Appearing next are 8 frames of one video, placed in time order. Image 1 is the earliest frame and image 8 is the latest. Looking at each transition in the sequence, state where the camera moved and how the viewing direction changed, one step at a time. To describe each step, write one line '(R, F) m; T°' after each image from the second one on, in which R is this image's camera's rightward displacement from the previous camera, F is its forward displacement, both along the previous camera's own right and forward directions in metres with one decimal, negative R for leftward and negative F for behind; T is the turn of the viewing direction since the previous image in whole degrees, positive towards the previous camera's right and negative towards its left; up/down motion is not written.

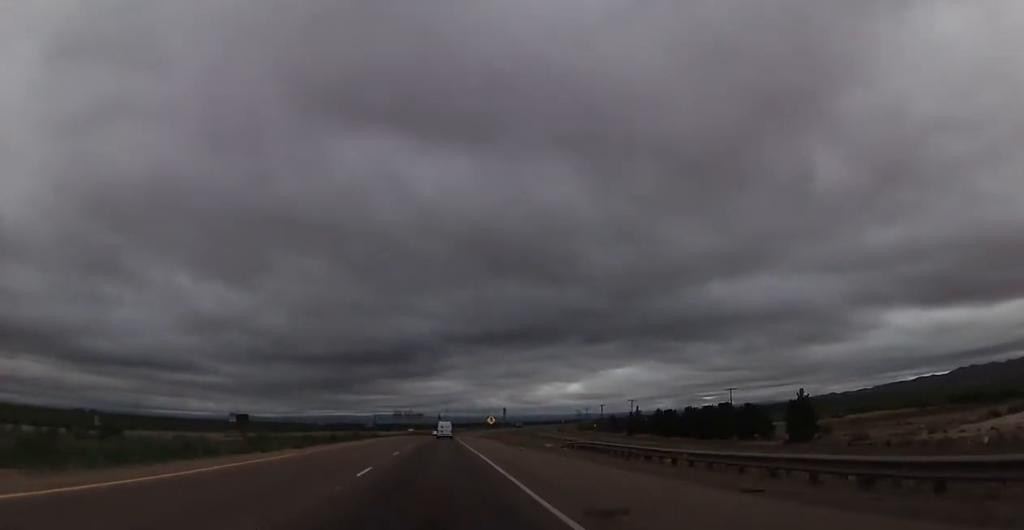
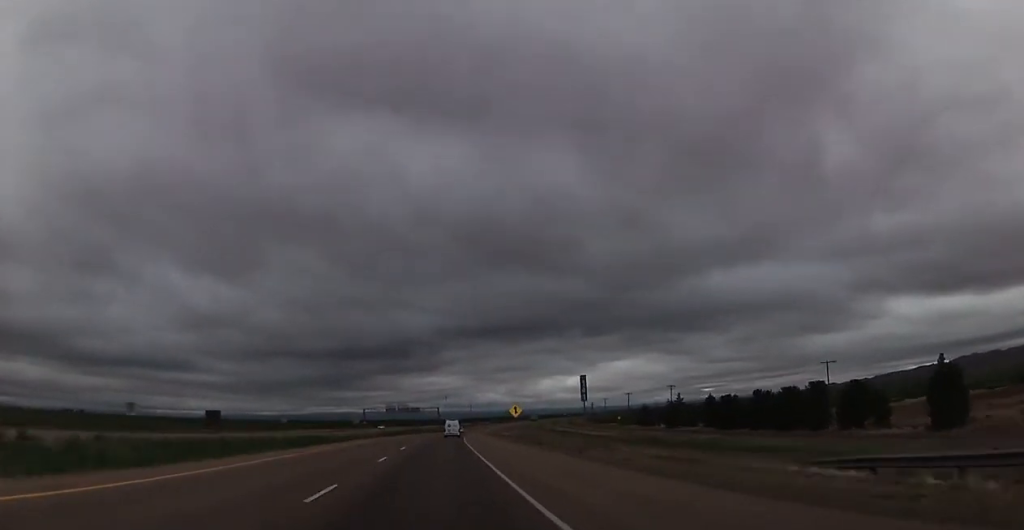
(-0.3, +42.3) m; 0°
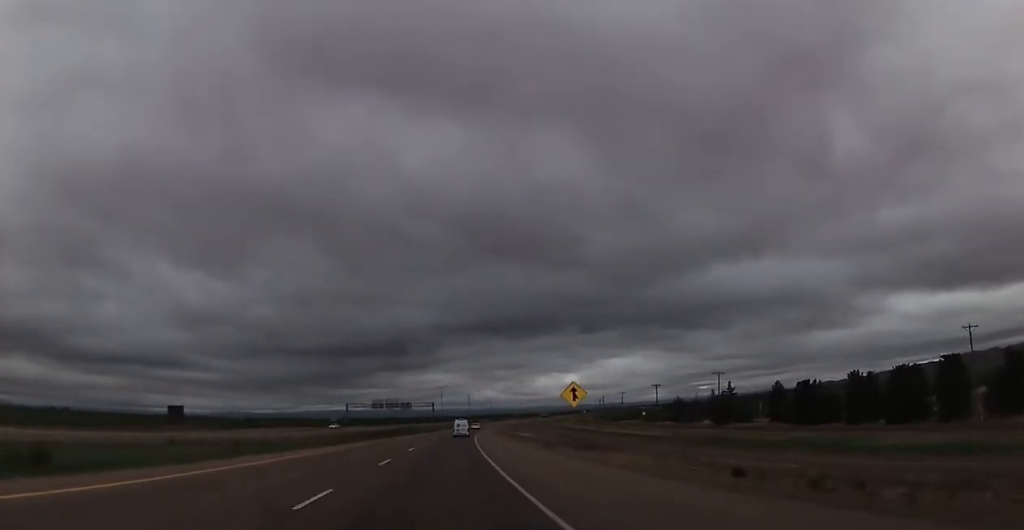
(+0.6, +37.6) m; +1°
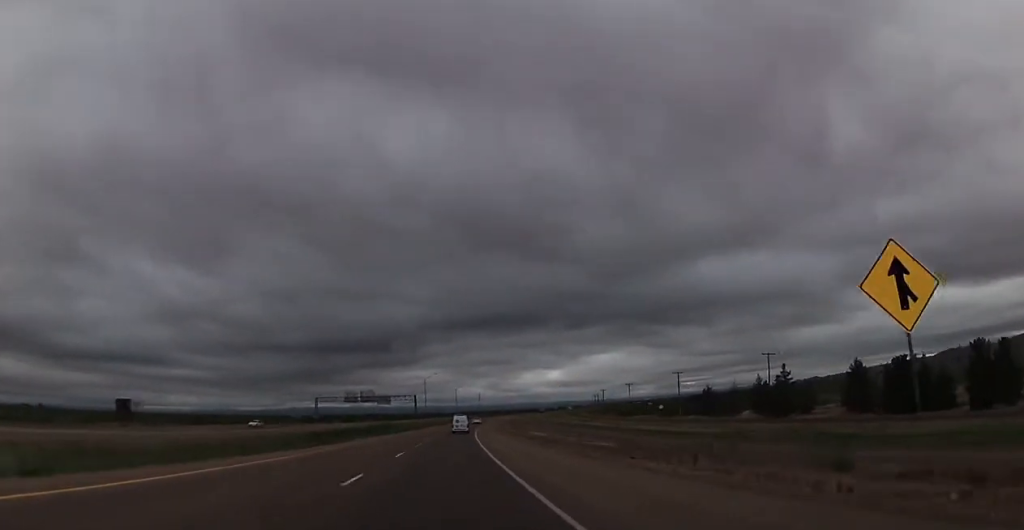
(+0.1, +32.7) m; 0°
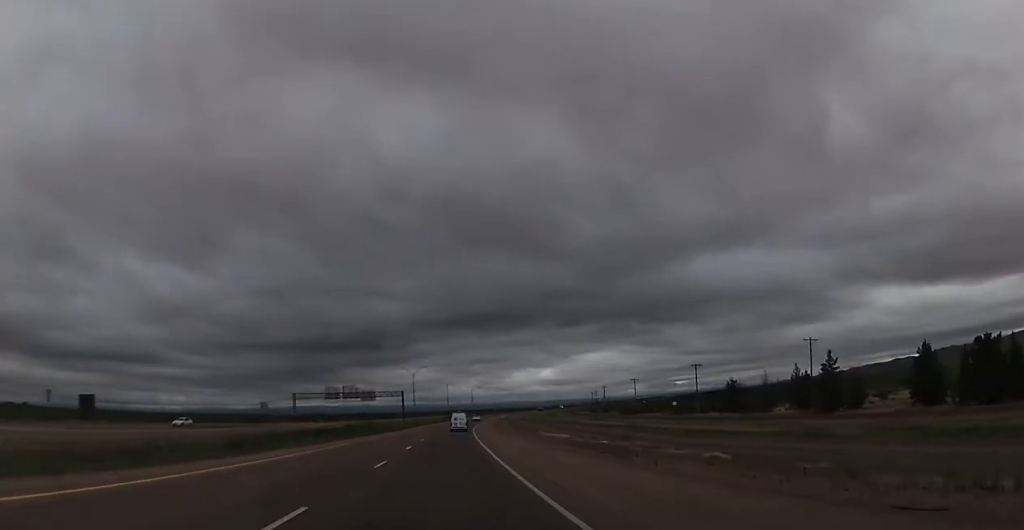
(-0.1, +19.1) m; 0°
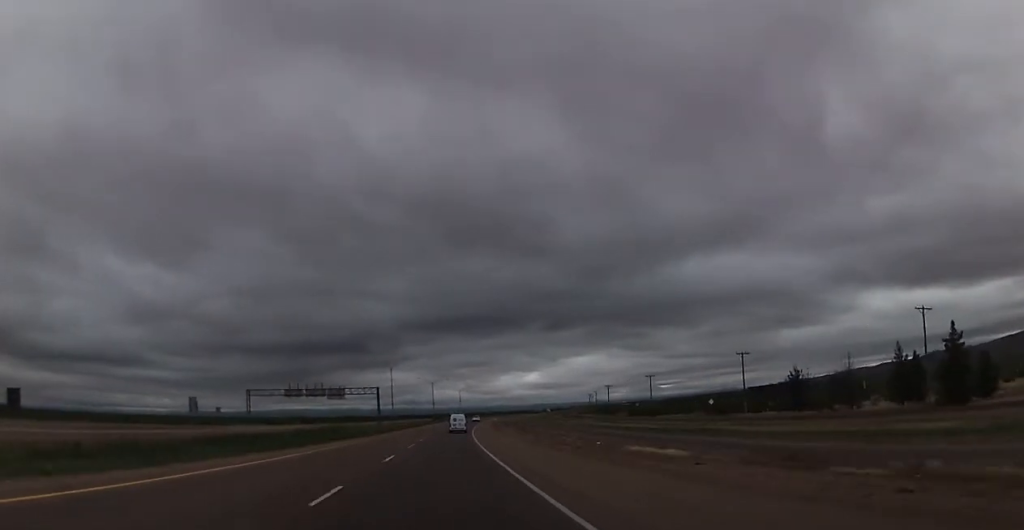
(+0.3, +33.1) m; +1°
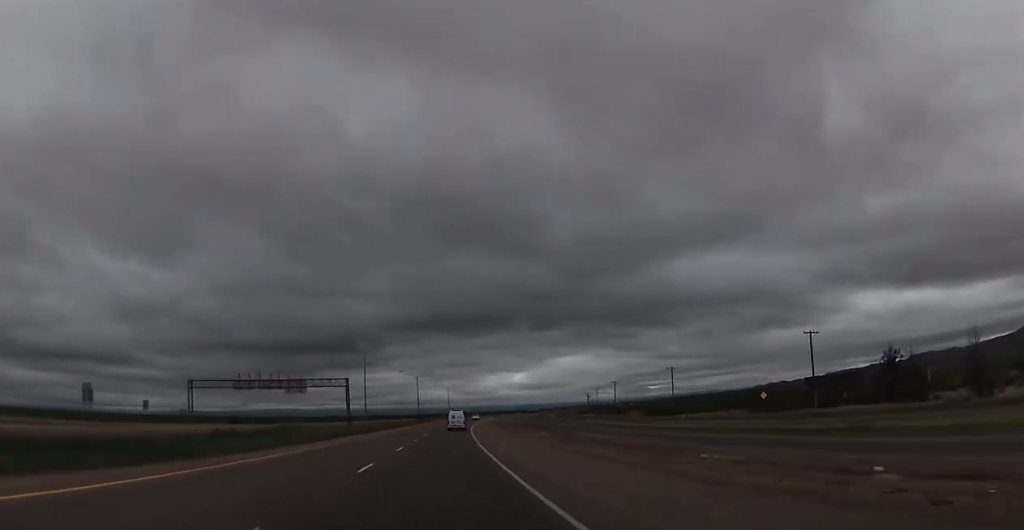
(+0.3, +30.1) m; +2°
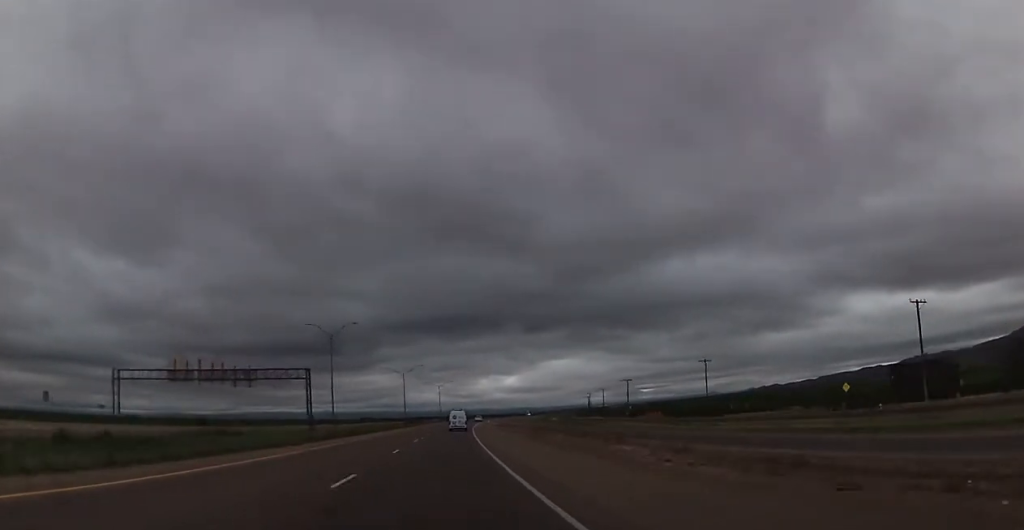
(+0.6, +27.9) m; +1°
